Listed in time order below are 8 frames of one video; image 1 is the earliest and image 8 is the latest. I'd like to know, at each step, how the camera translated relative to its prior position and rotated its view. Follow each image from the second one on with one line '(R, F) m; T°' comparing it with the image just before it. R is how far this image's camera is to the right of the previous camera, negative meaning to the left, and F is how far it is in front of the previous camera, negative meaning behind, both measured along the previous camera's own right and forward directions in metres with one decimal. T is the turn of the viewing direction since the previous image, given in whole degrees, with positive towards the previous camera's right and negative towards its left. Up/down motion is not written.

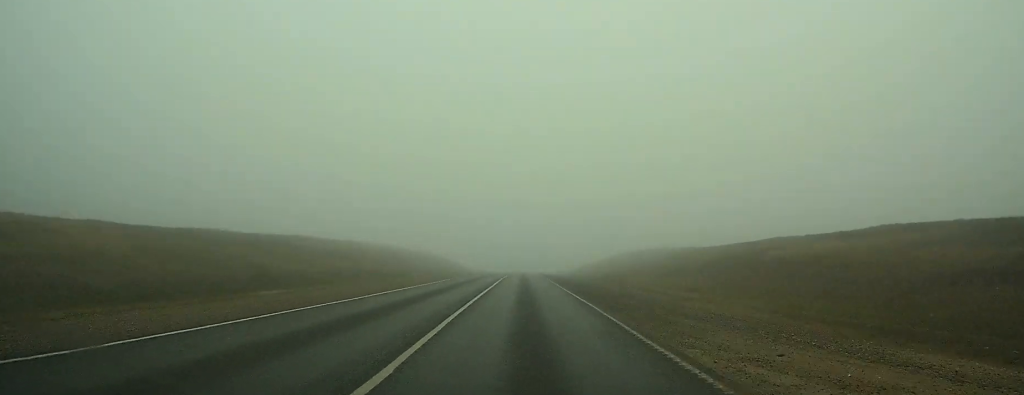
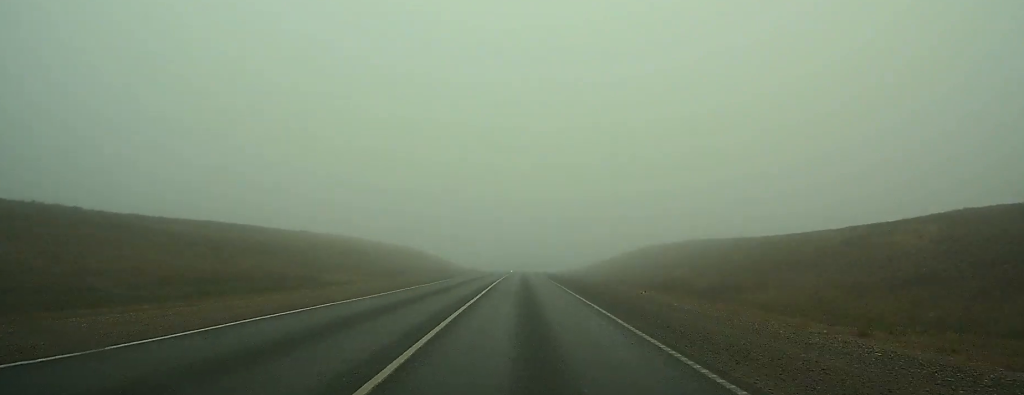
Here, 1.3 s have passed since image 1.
(0.0, +26.0) m; 0°
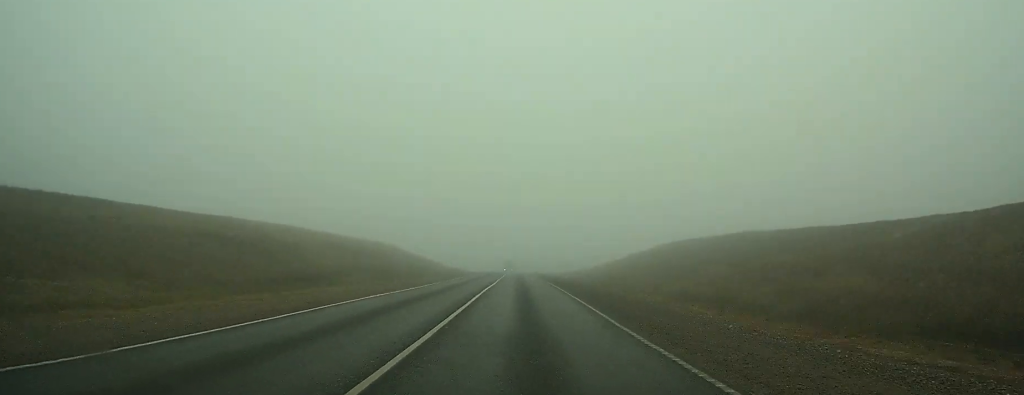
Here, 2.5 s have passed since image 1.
(0.0, +25.0) m; 0°
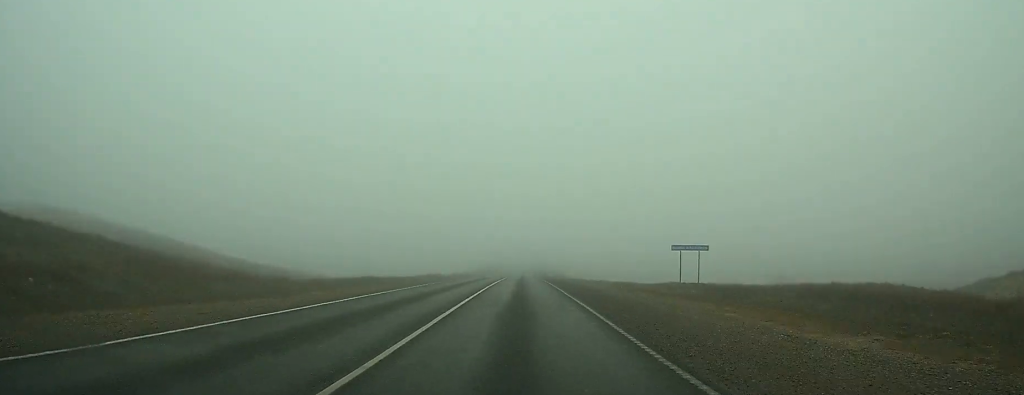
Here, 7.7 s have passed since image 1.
(-0.4, +117.1) m; 0°
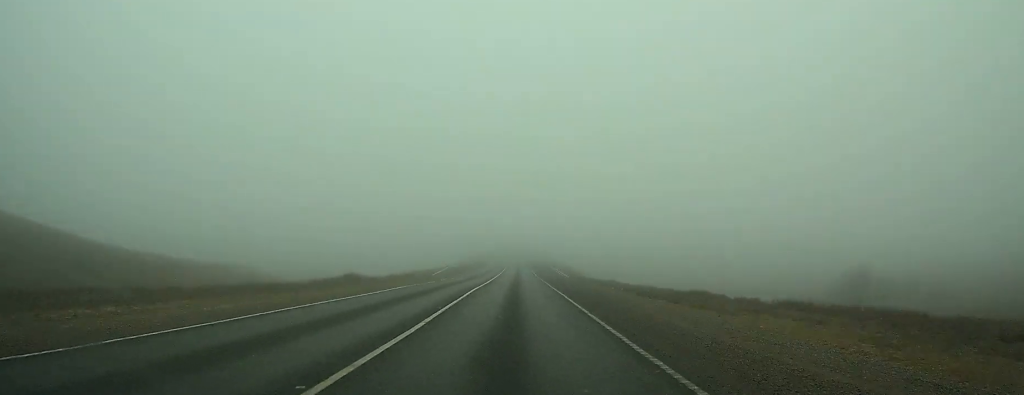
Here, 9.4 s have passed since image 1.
(+0.1, +39.1) m; 0°
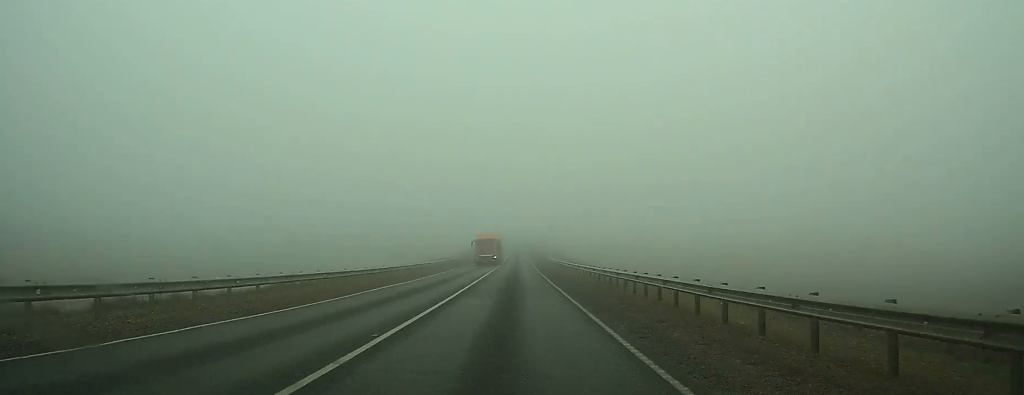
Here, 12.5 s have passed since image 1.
(+0.4, +75.1) m; +1°
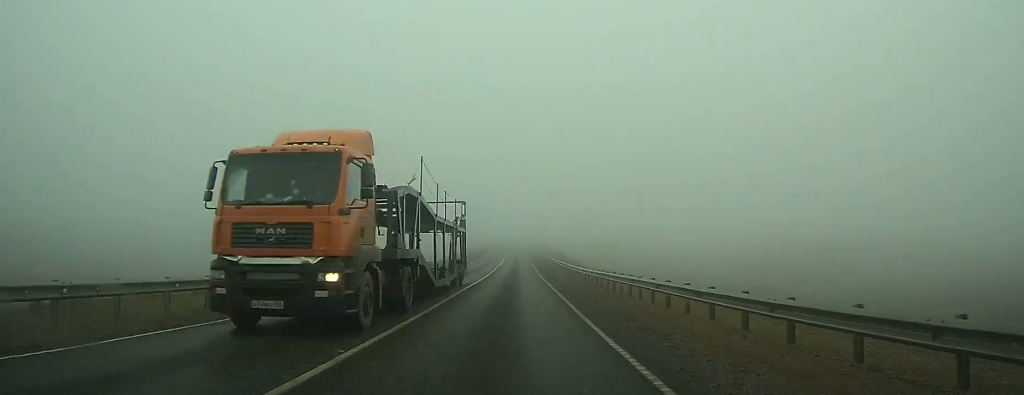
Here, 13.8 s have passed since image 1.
(+0.1, +30.9) m; 0°
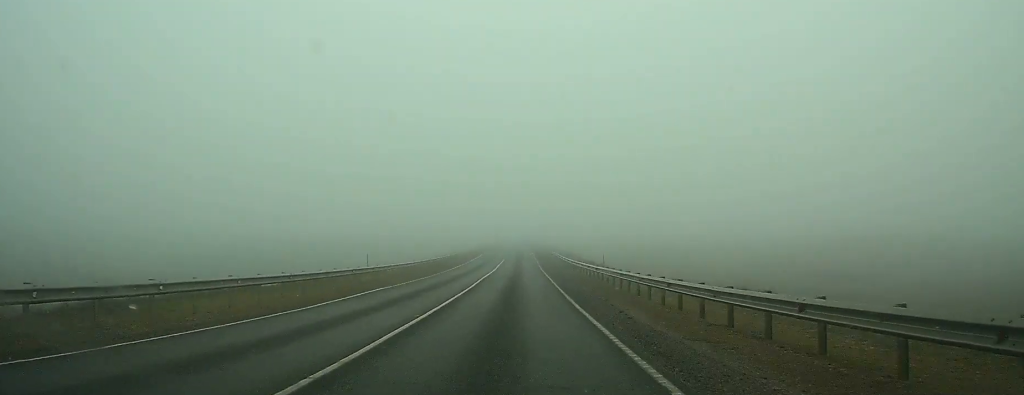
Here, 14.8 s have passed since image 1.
(0.0, +24.5) m; 0°
